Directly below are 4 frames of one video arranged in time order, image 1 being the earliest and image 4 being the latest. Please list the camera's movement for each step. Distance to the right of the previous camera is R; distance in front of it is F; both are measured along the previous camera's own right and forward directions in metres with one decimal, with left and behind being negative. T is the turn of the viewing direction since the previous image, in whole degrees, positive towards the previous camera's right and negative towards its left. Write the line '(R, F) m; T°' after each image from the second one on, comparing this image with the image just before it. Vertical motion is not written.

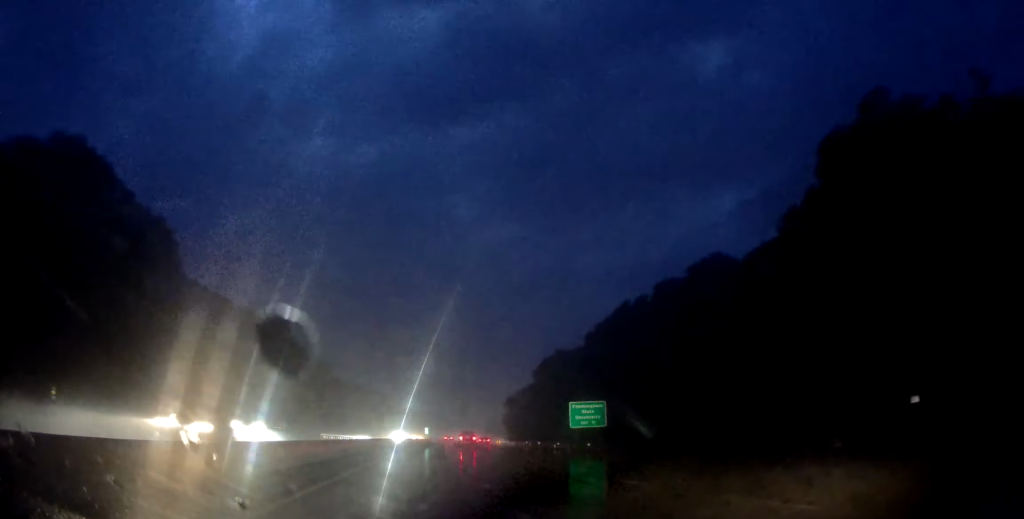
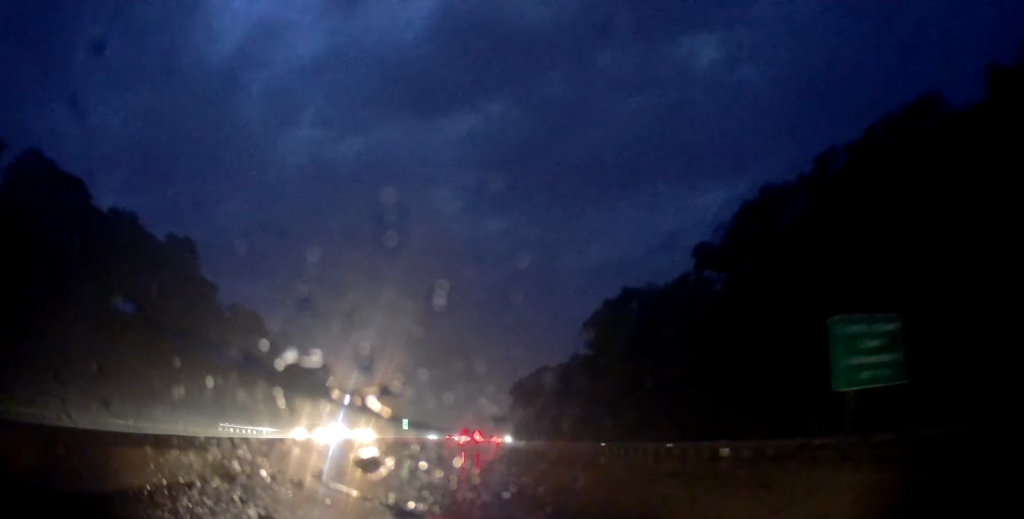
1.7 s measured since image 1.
(+1.3, +44.4) m; +3°
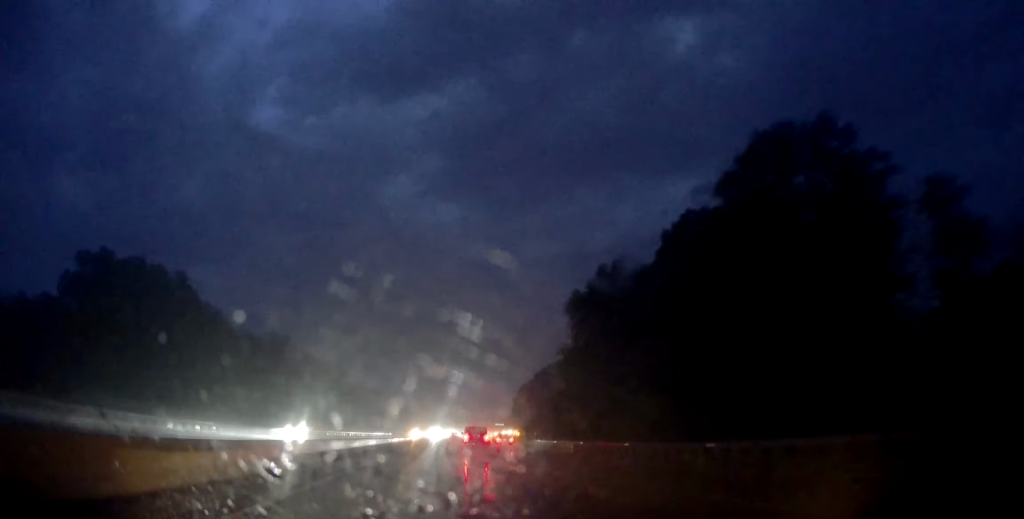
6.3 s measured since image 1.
(+1.8, +123.6) m; +3°
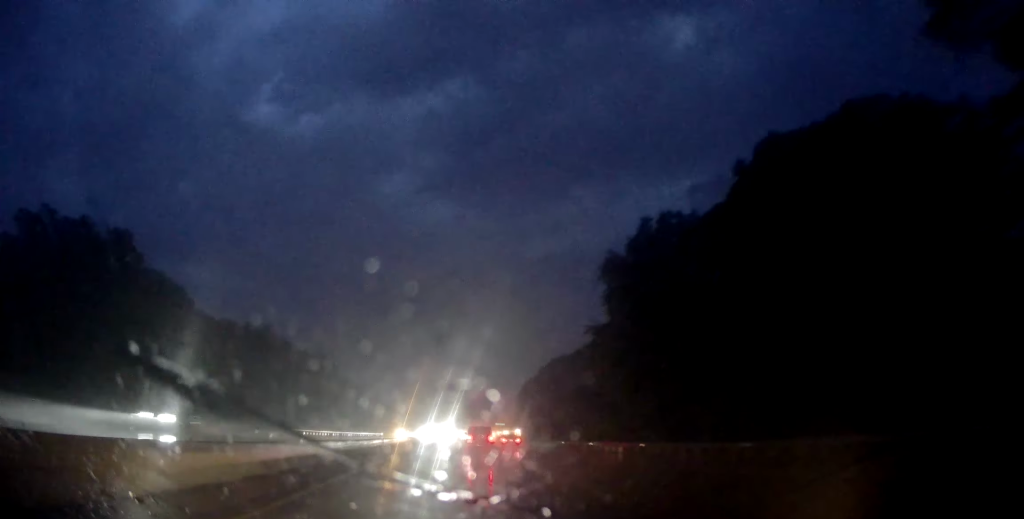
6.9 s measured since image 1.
(-0.1, +16.3) m; +1°
